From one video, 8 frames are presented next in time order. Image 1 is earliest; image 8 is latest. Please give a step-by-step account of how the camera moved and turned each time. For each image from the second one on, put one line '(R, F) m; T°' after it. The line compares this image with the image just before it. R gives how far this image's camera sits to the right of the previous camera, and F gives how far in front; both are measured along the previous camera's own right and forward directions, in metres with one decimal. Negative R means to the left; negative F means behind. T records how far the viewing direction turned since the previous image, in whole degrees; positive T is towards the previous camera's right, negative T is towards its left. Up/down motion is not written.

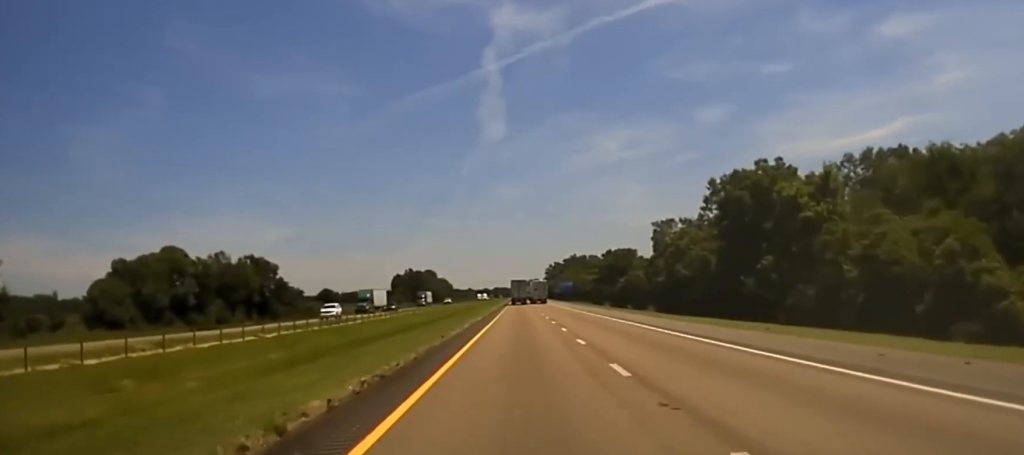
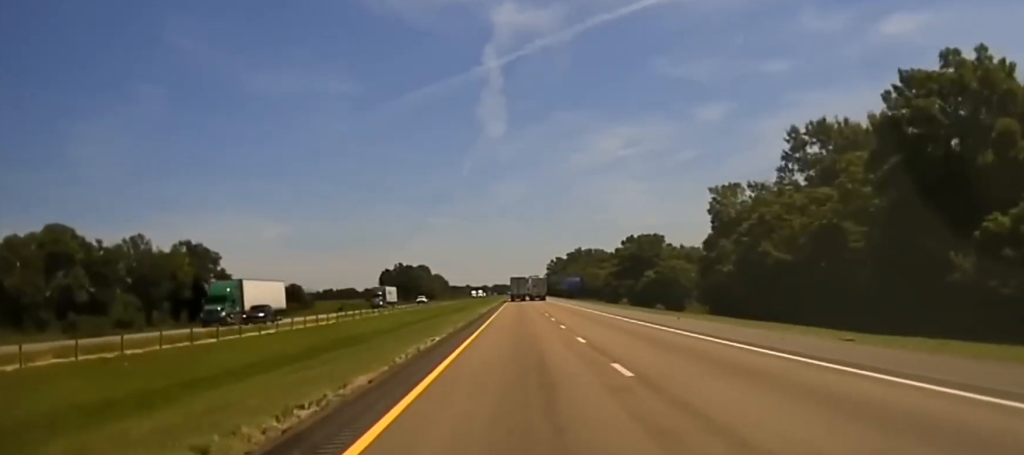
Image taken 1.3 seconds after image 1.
(+0.1, +39.1) m; -1°
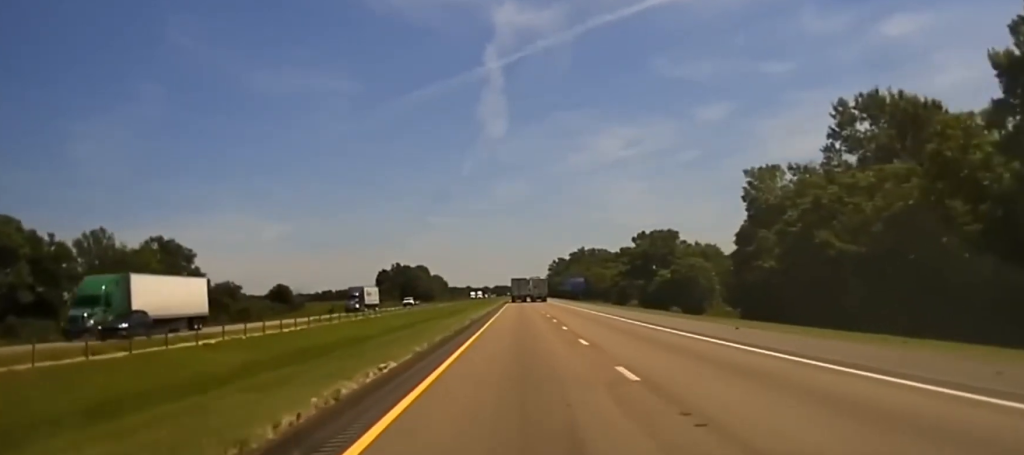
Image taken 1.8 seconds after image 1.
(-0.2, +13.4) m; 0°
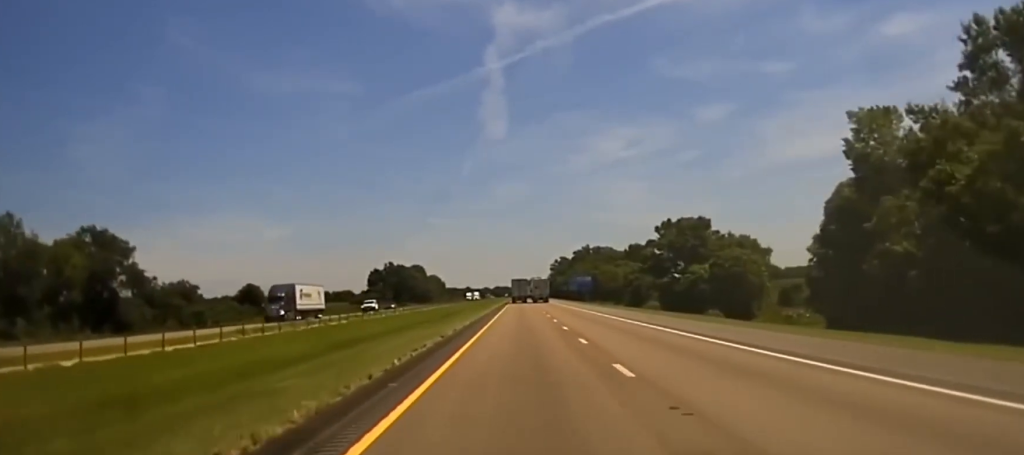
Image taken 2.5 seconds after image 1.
(-0.2, +23.0) m; 0°
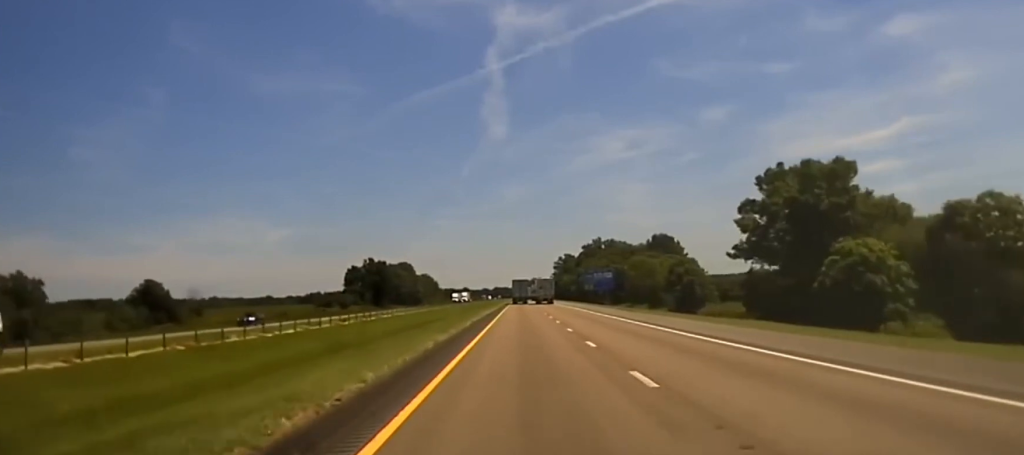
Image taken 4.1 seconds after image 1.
(+0.6, +53.2) m; 0°
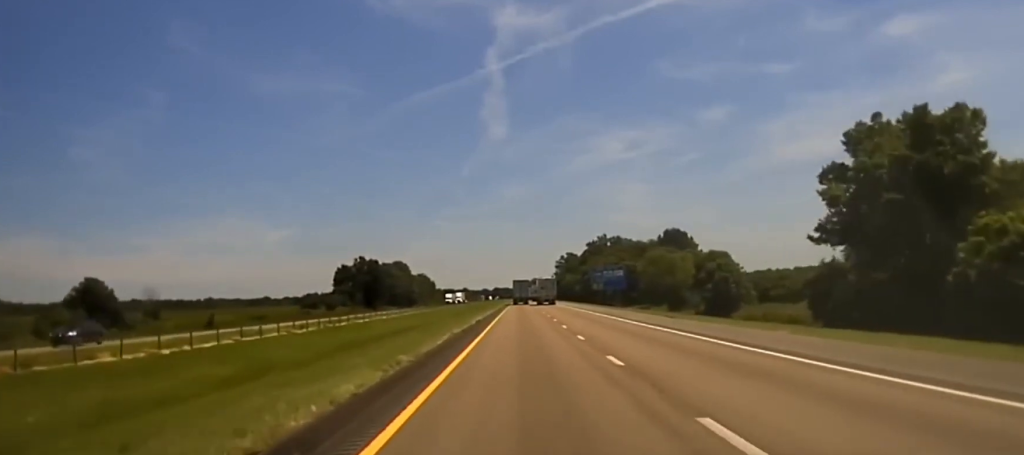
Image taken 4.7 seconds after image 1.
(-0.1, +19.7) m; 0°
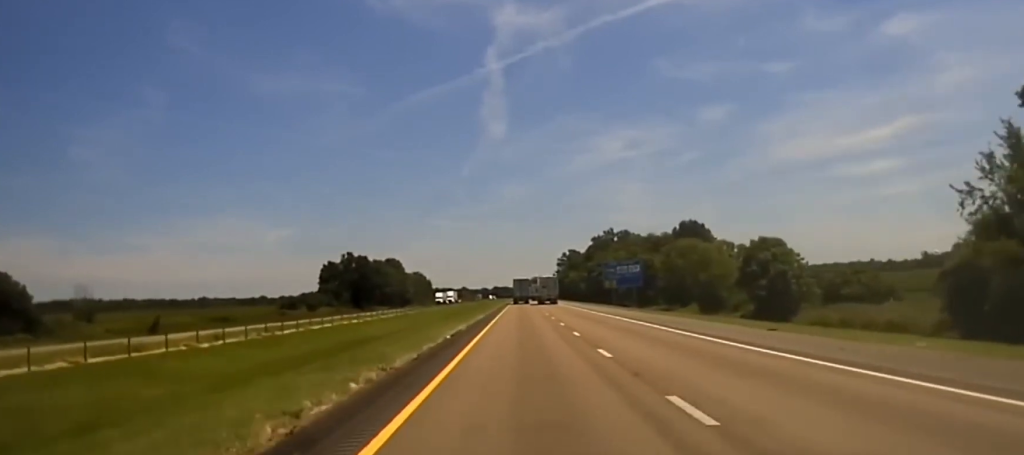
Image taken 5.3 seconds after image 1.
(-0.4, +21.3) m; 0°
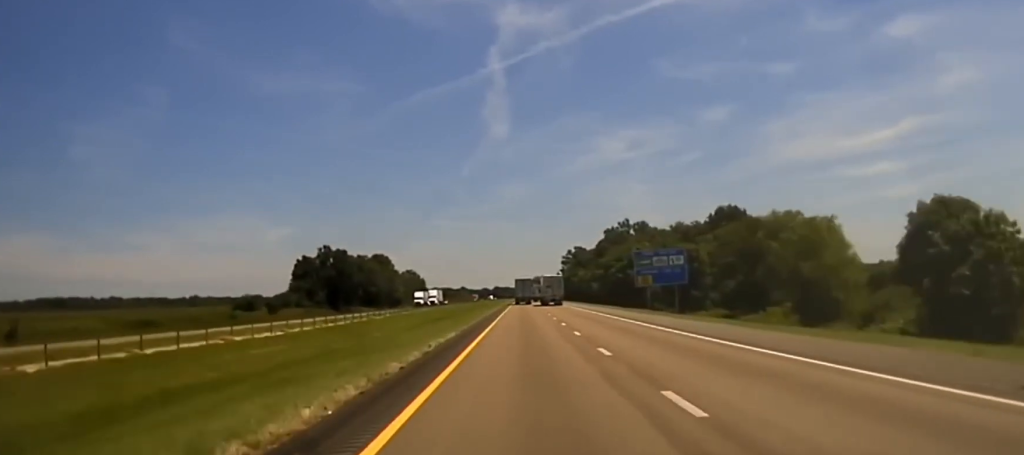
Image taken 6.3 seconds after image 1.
(+0.5, +37.7) m; +1°
